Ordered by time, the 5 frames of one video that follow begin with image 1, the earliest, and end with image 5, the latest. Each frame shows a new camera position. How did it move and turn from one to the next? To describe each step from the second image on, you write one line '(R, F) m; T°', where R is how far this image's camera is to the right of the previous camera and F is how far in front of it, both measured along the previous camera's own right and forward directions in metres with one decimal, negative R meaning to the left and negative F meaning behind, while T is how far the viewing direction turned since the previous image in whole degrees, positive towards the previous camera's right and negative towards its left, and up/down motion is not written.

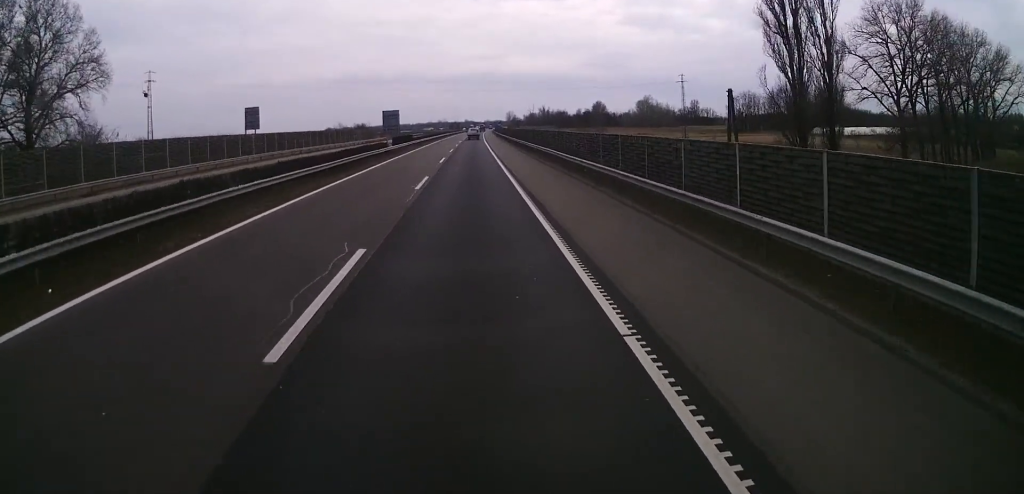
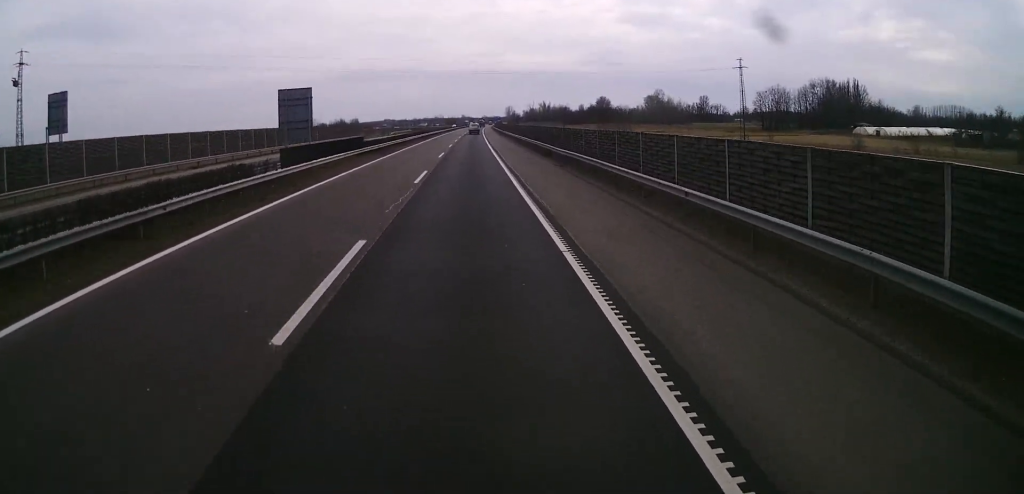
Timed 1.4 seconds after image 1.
(+0.1, +37.1) m; 0°
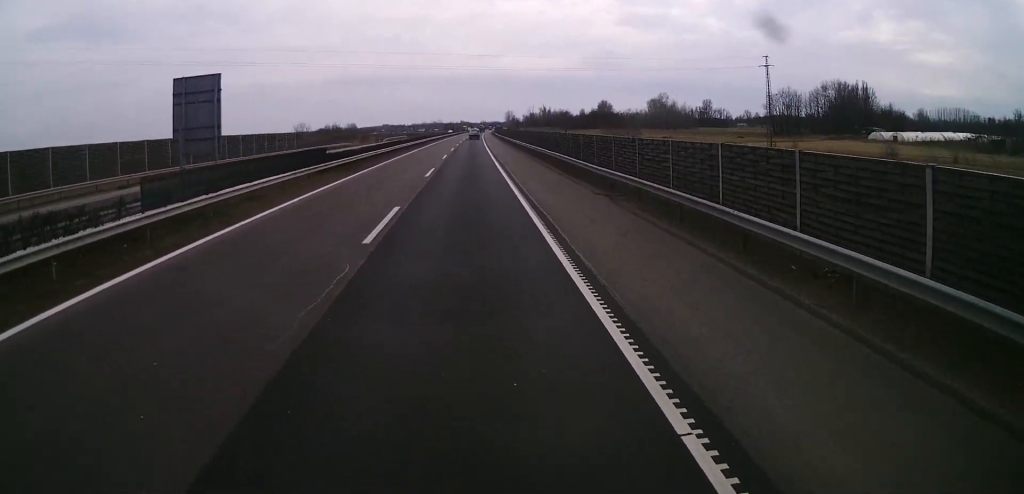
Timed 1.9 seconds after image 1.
(-0.1, +11.8) m; 0°
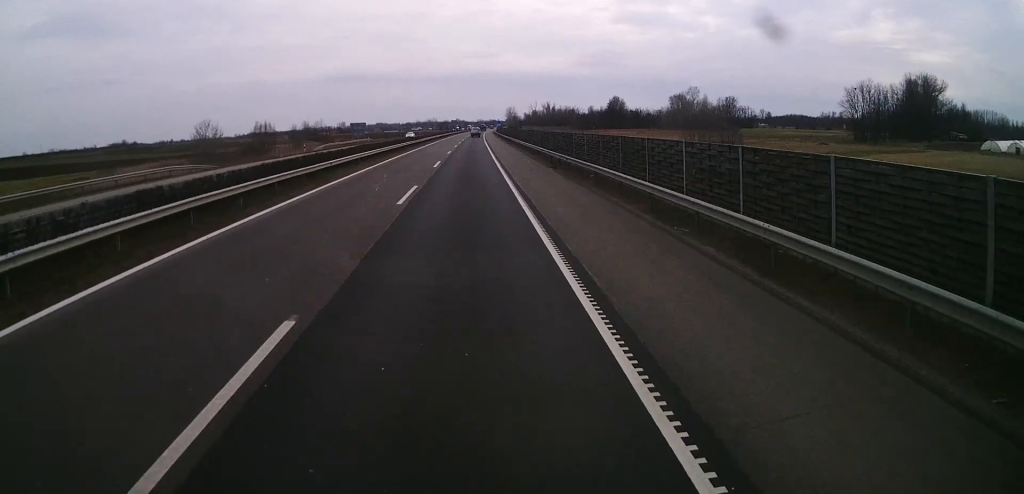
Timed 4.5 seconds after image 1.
(+0.9, +65.3) m; +1°
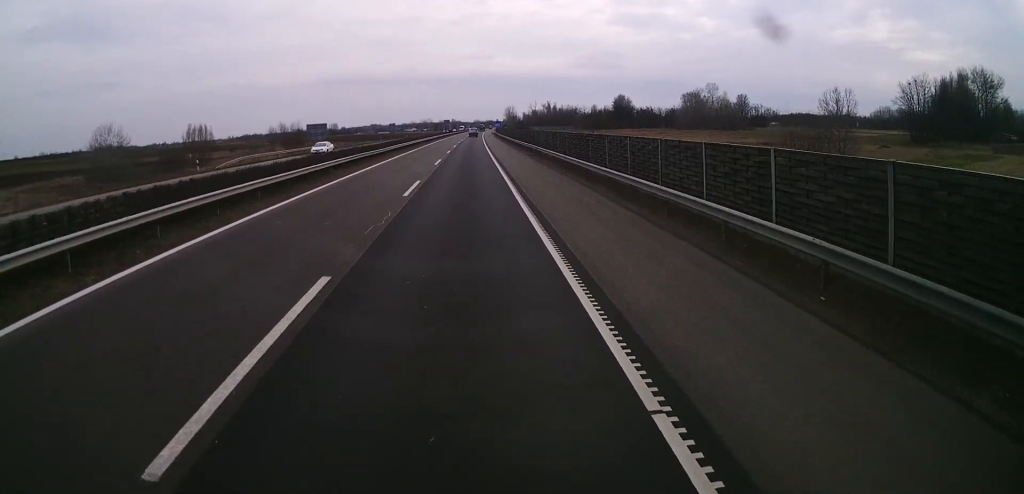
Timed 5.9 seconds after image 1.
(0.0, +32.0) m; 0°
